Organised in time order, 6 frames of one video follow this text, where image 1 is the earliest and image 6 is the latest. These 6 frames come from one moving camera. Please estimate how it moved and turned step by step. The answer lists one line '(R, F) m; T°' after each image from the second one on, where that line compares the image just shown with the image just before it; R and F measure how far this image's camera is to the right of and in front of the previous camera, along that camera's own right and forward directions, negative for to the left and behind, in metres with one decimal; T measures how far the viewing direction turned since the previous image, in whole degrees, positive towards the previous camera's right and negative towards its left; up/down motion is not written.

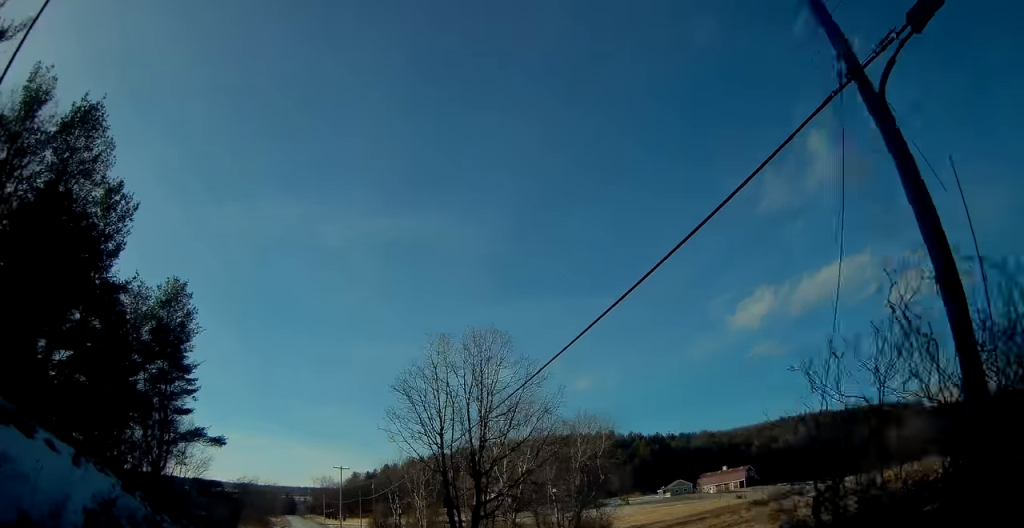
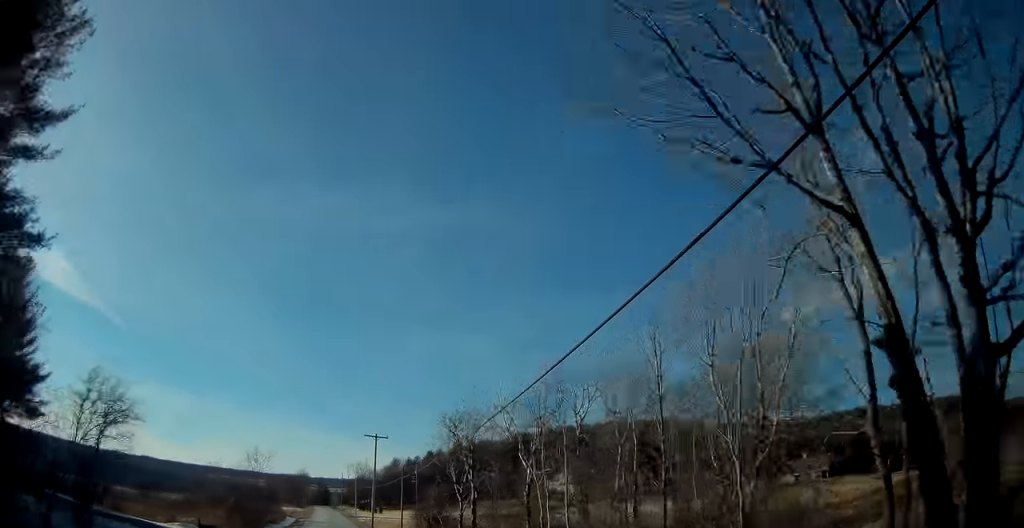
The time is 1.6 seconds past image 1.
(-1.3, +24.9) m; -3°
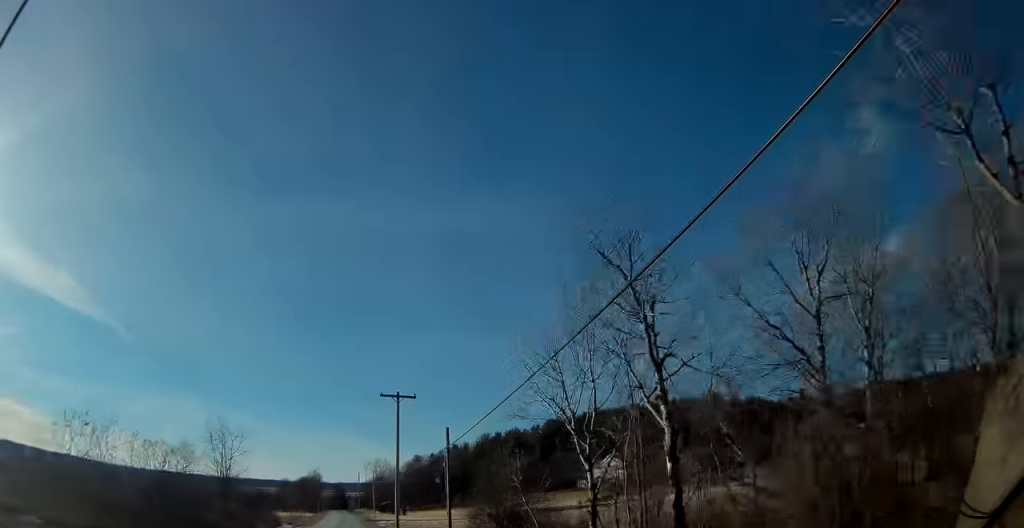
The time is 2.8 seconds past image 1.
(+0.2, +20.2) m; -2°
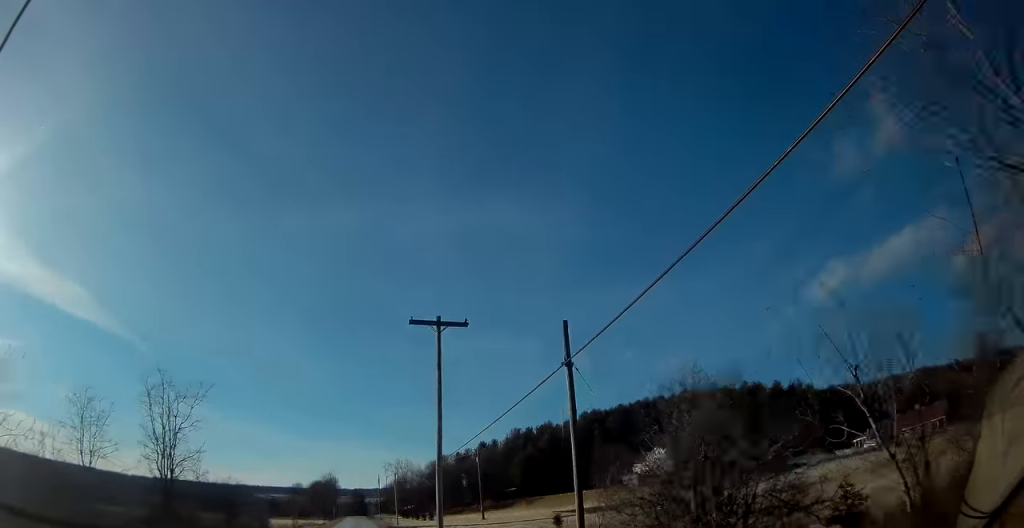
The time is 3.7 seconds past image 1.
(-0.8, +15.5) m; -3°
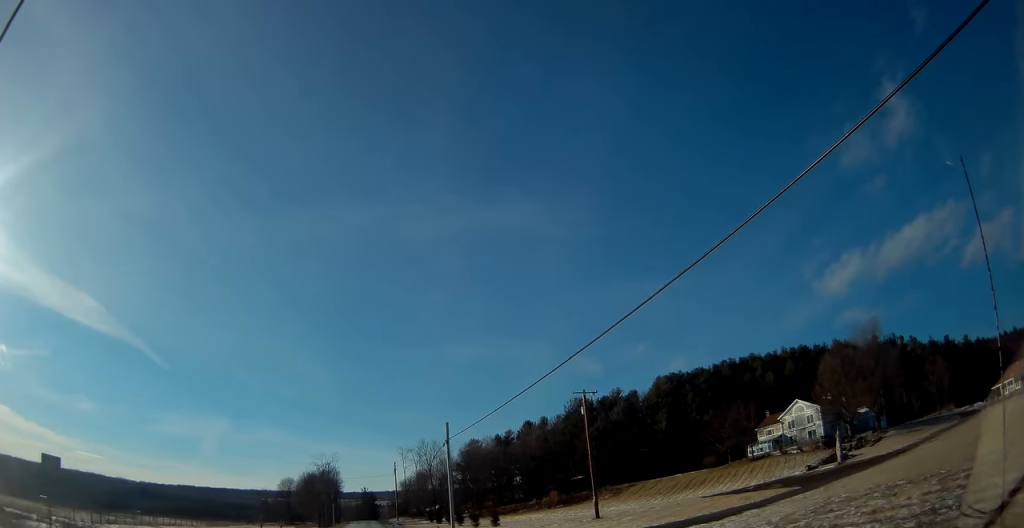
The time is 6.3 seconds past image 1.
(-0.1, +43.7) m; 0°
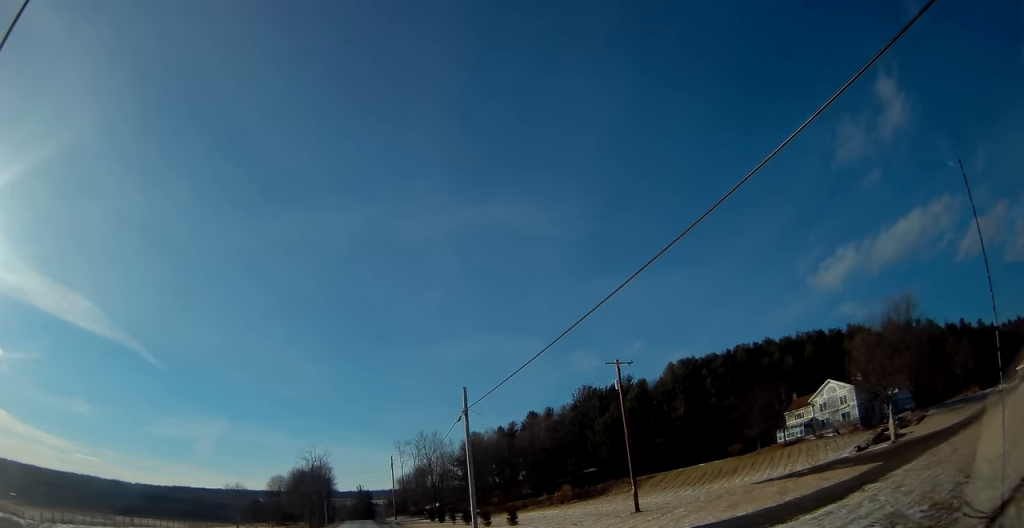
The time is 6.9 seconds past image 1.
(0.0, +9.0) m; 0°
